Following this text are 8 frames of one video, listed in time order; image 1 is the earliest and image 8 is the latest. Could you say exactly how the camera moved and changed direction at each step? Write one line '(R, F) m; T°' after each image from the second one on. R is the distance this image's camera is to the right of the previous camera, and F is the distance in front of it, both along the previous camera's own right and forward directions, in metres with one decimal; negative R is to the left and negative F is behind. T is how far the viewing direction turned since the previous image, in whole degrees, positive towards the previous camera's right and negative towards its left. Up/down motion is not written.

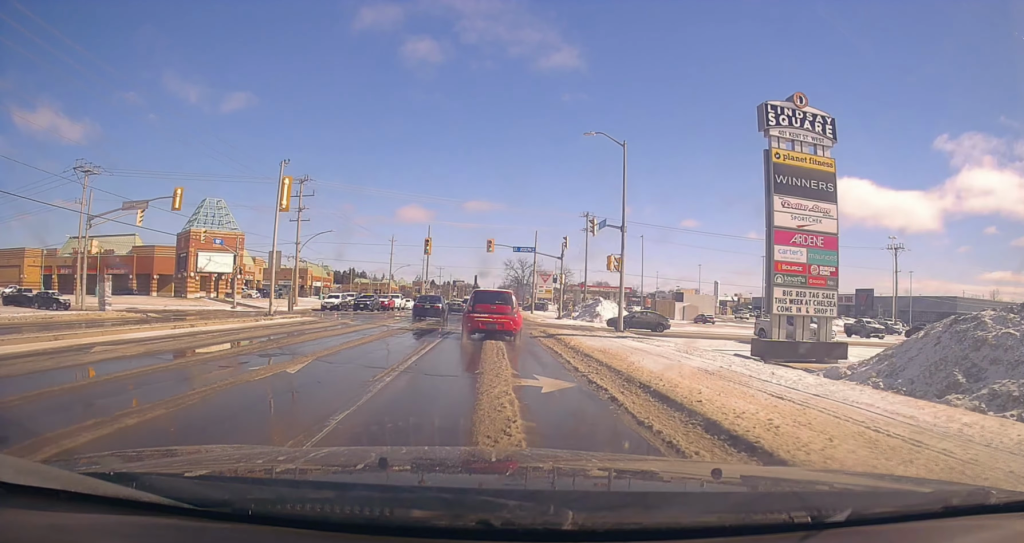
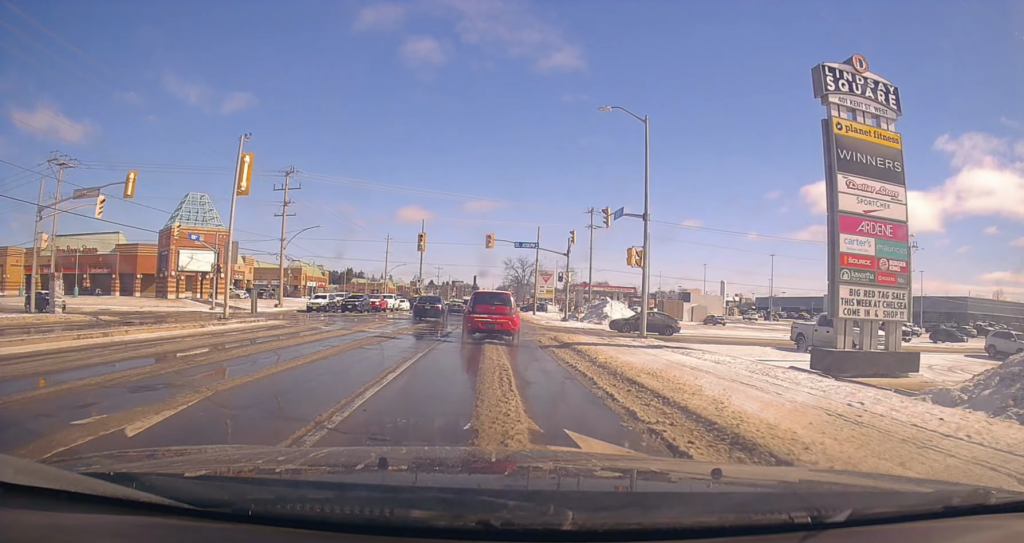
(+0.6, +4.4) m; +1°
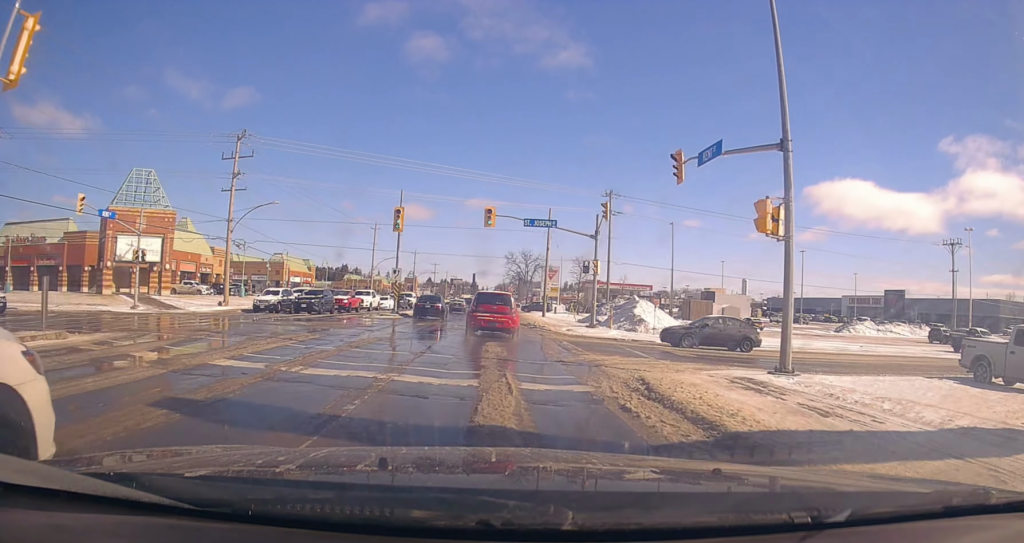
(-0.4, +11.9) m; -2°
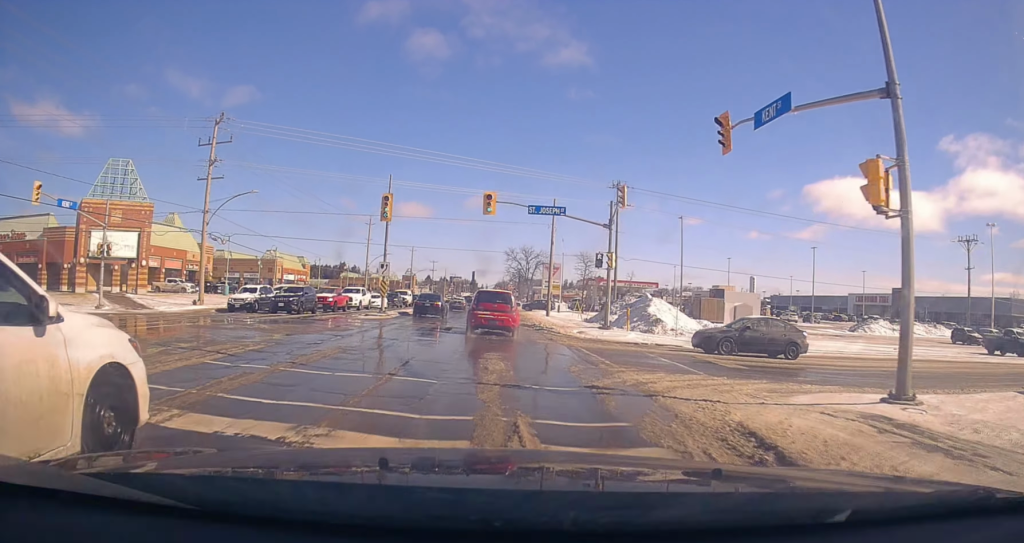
(+0.2, +4.1) m; +1°
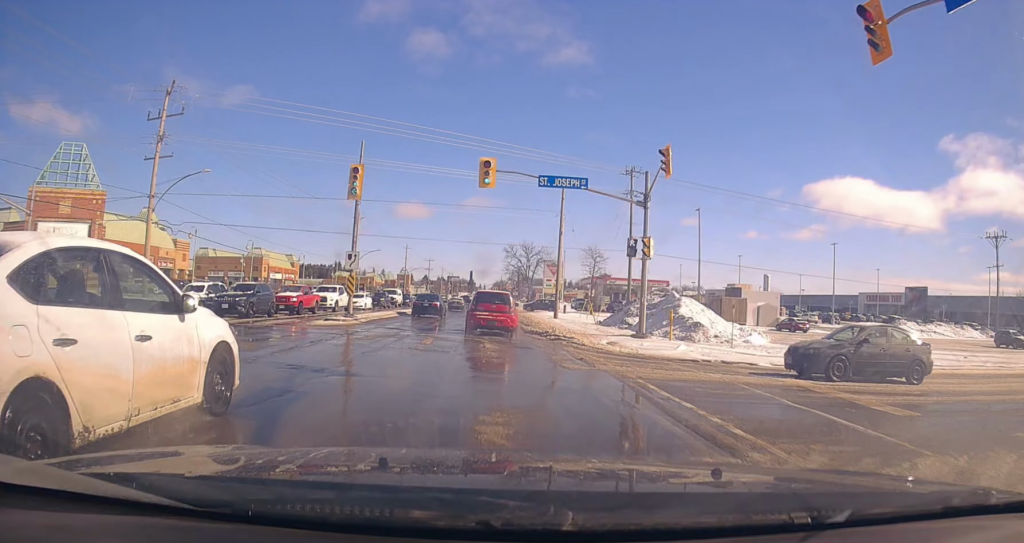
(+0.3, +7.1) m; +1°
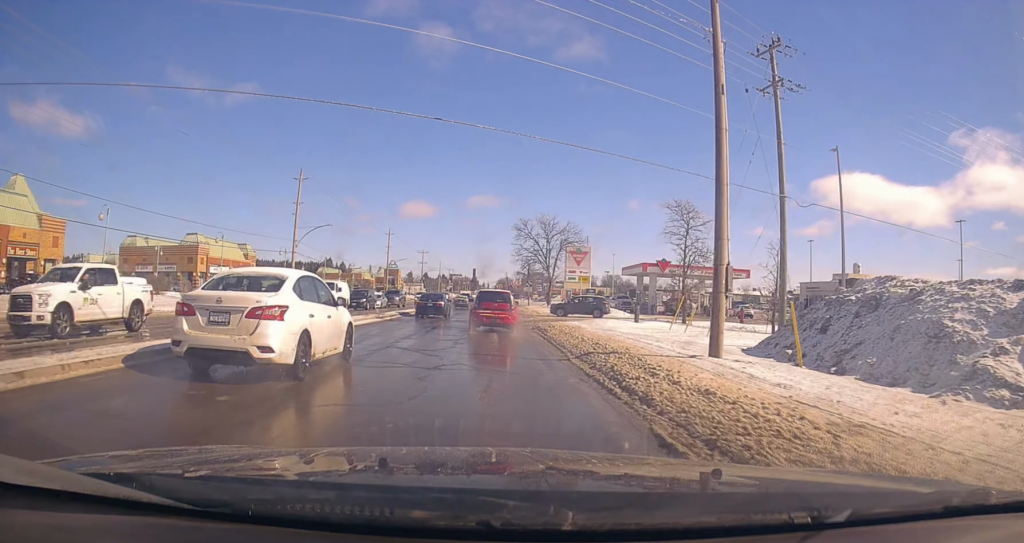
(-0.6, +29.6) m; -1°
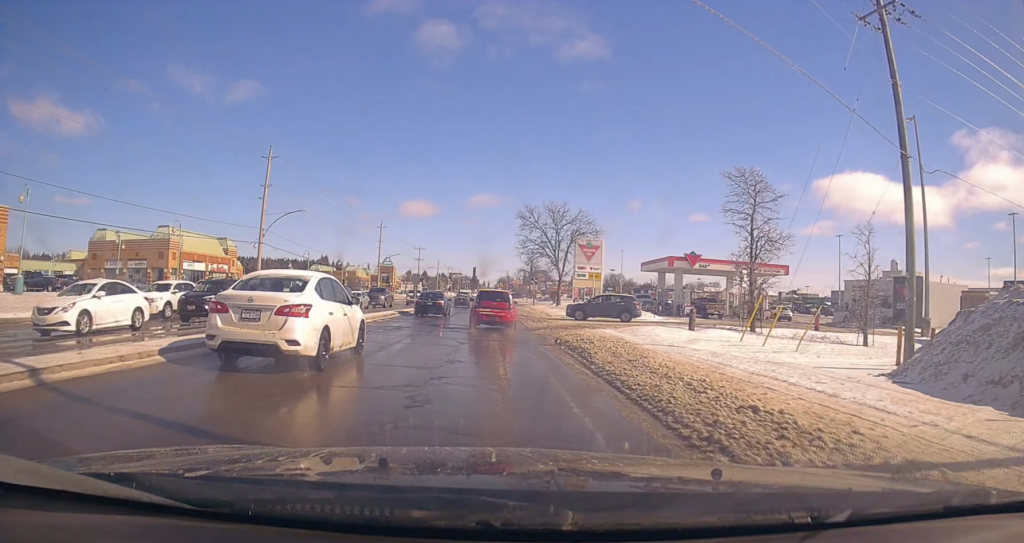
(-0.1, +9.2) m; 0°
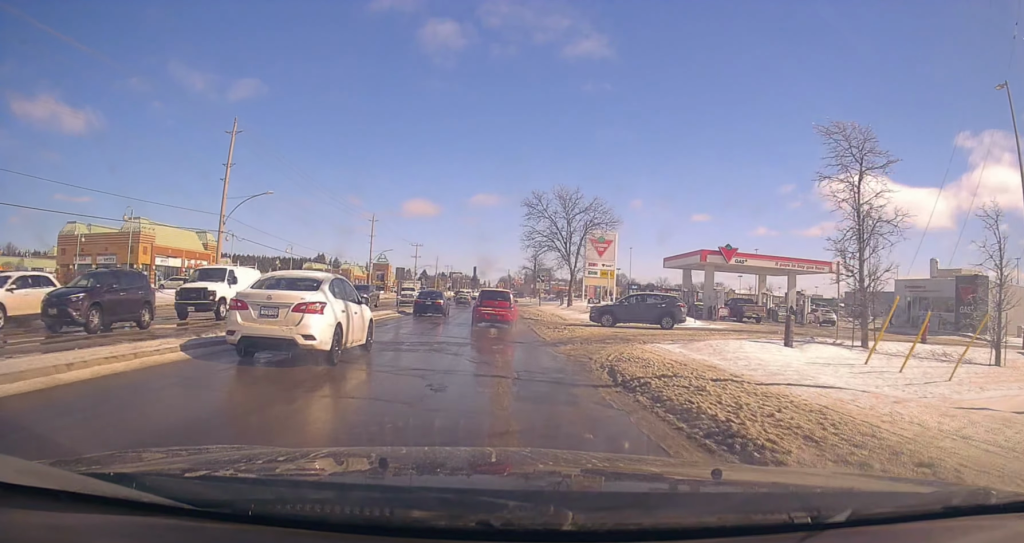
(0.0, +8.2) m; 0°
